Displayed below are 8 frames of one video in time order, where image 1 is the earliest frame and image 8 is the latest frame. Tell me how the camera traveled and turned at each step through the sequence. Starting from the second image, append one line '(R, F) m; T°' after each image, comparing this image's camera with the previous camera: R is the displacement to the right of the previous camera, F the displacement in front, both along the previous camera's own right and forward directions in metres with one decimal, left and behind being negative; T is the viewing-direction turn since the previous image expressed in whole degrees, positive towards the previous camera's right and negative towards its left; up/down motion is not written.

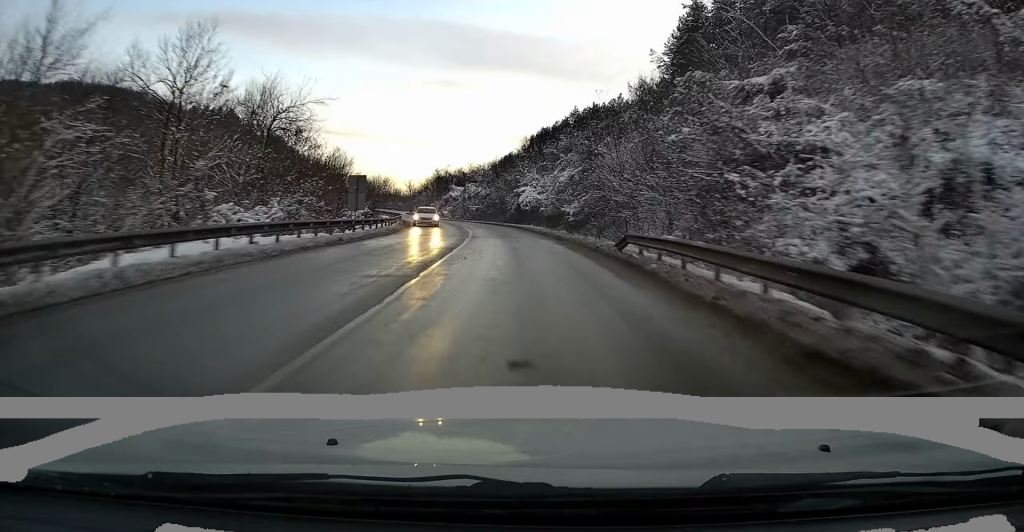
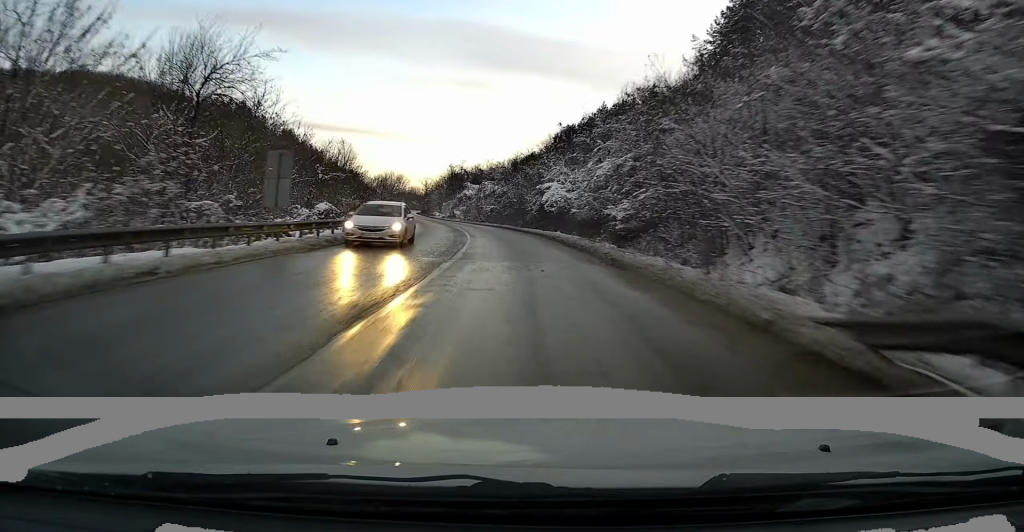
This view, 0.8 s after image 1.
(0.0, +12.8) m; -1°
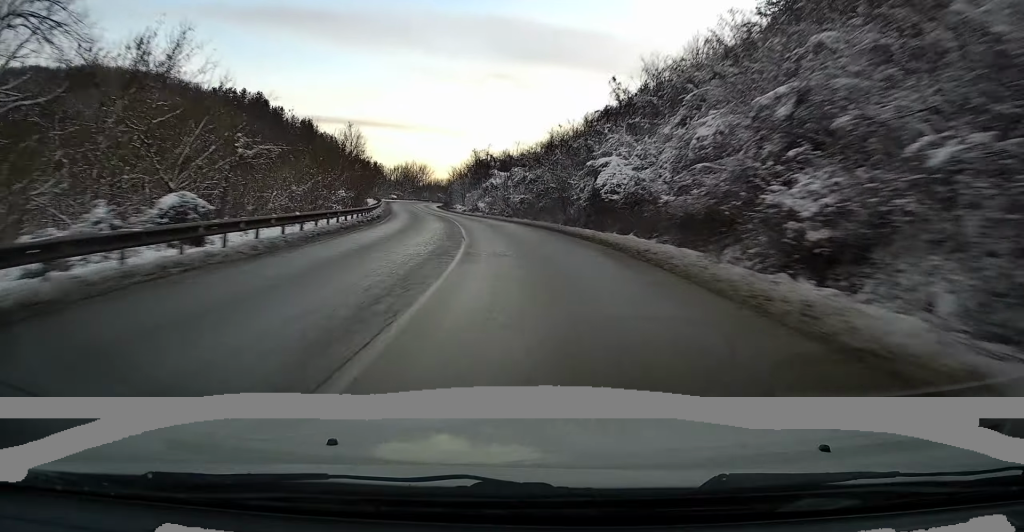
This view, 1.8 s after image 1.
(-0.2, +16.6) m; -3°
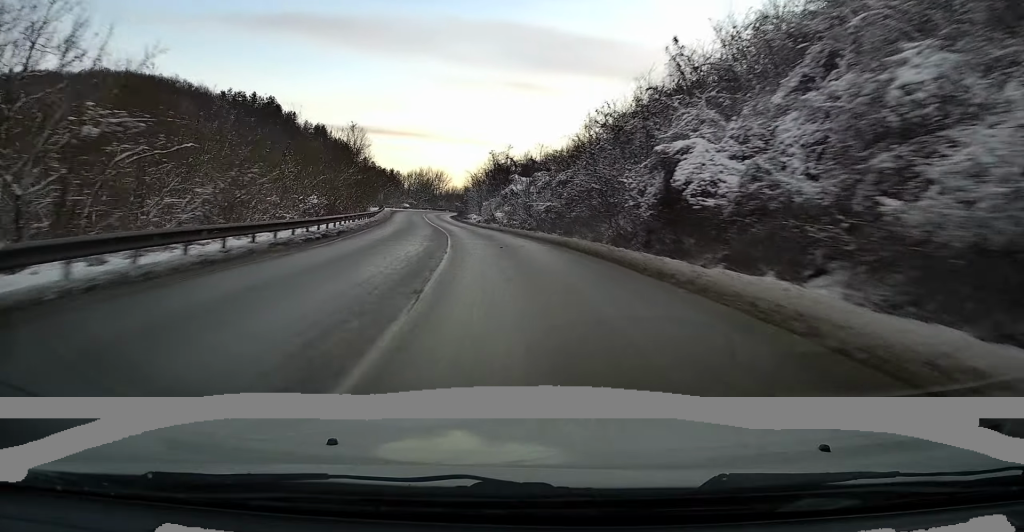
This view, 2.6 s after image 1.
(-0.4, +11.8) m; -3°
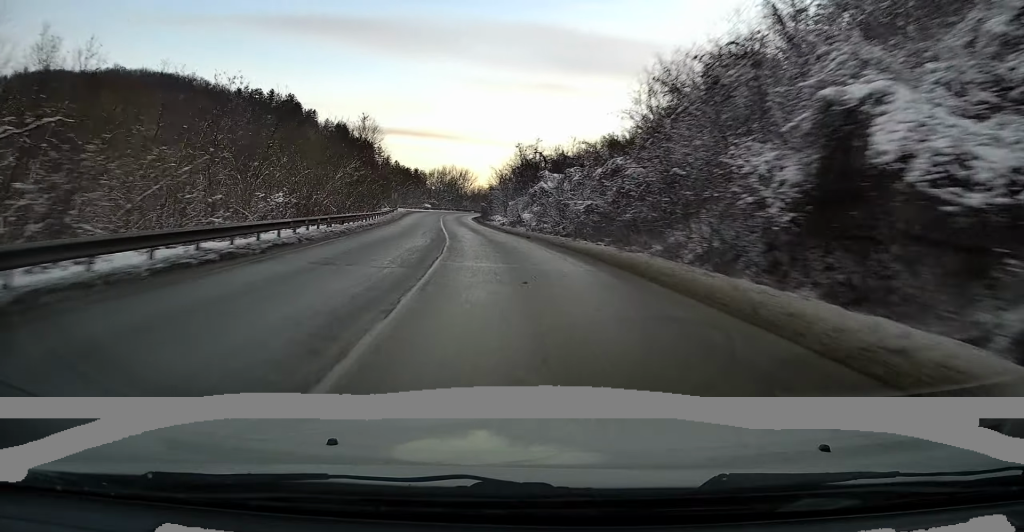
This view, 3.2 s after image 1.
(-0.2, +9.7) m; -2°
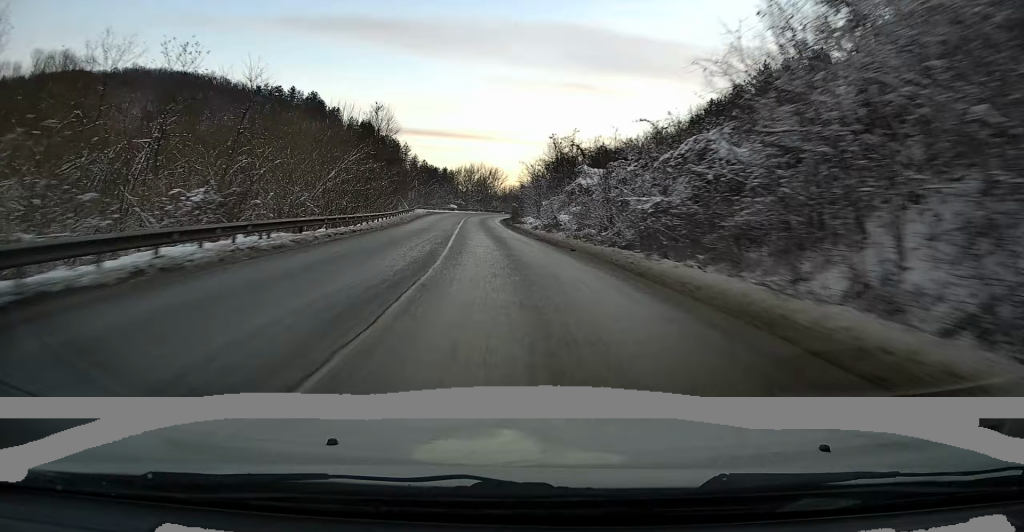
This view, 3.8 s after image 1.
(-0.1, +10.3) m; -2°
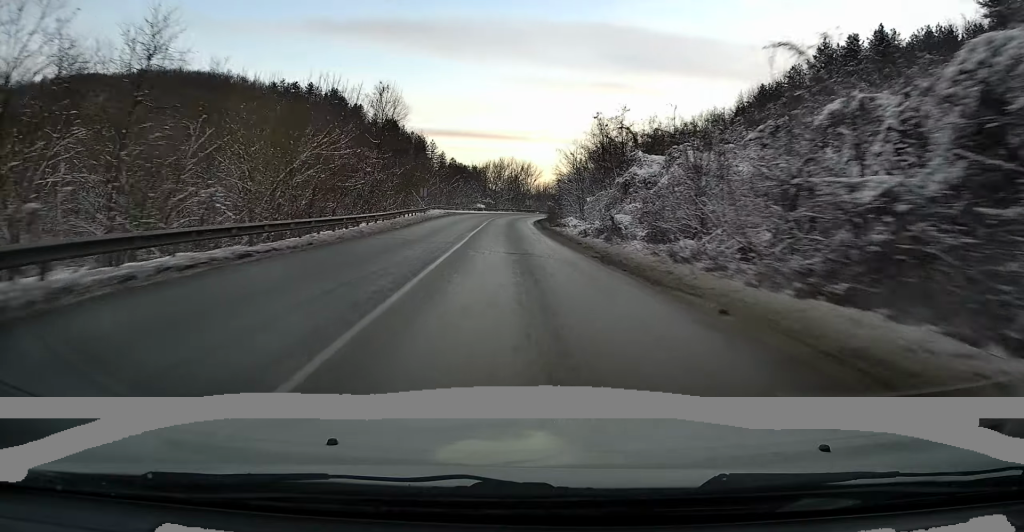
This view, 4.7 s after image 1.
(-0.5, +14.1) m; -3°
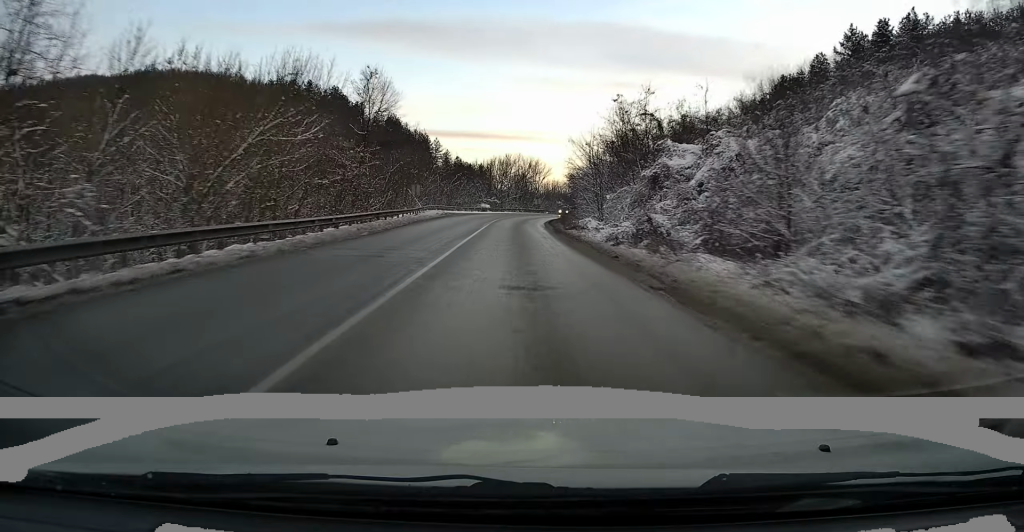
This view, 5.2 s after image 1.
(-0.2, +8.1) m; -1°
